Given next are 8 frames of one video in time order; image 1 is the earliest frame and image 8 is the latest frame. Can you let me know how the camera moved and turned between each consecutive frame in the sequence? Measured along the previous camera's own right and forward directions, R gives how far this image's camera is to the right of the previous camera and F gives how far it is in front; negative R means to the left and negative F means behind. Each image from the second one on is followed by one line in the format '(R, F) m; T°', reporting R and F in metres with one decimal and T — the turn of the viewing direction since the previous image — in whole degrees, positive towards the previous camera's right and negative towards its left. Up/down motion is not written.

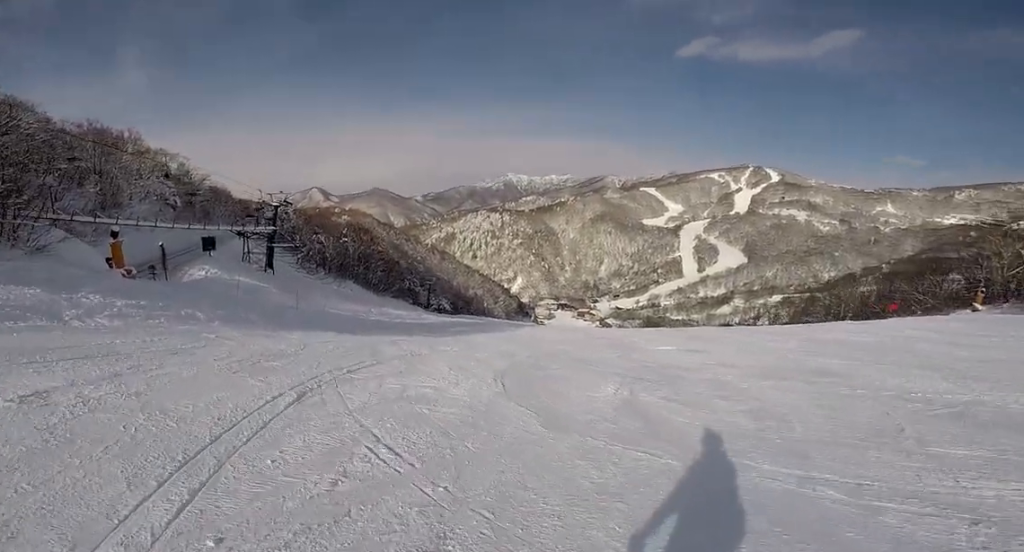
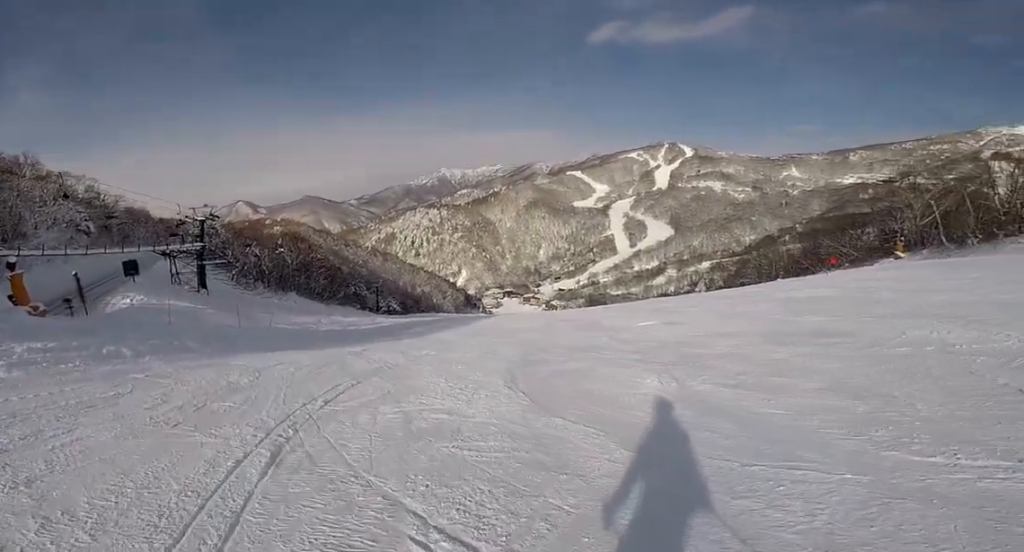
(+0.3, +2.0) m; +14°
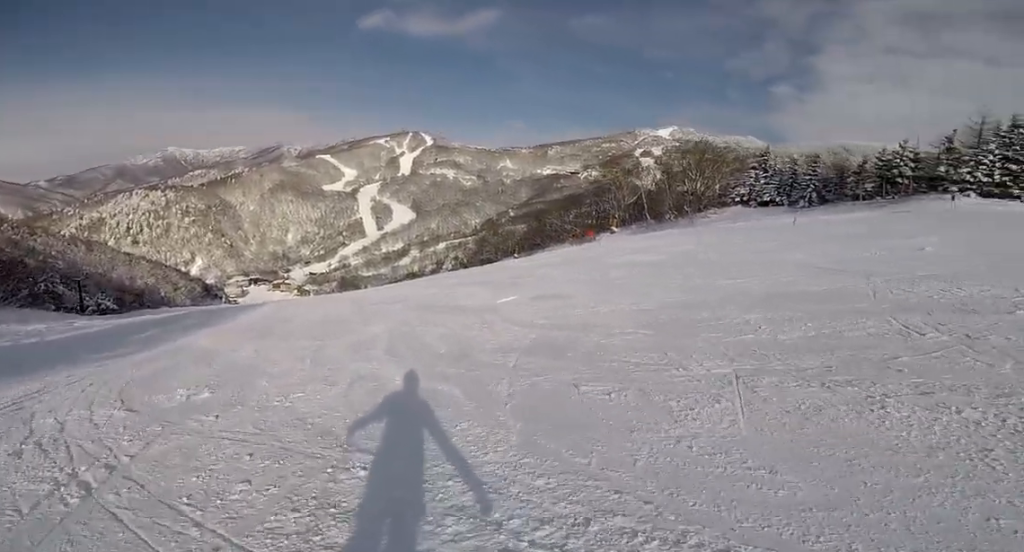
(+2.3, +7.1) m; +30°
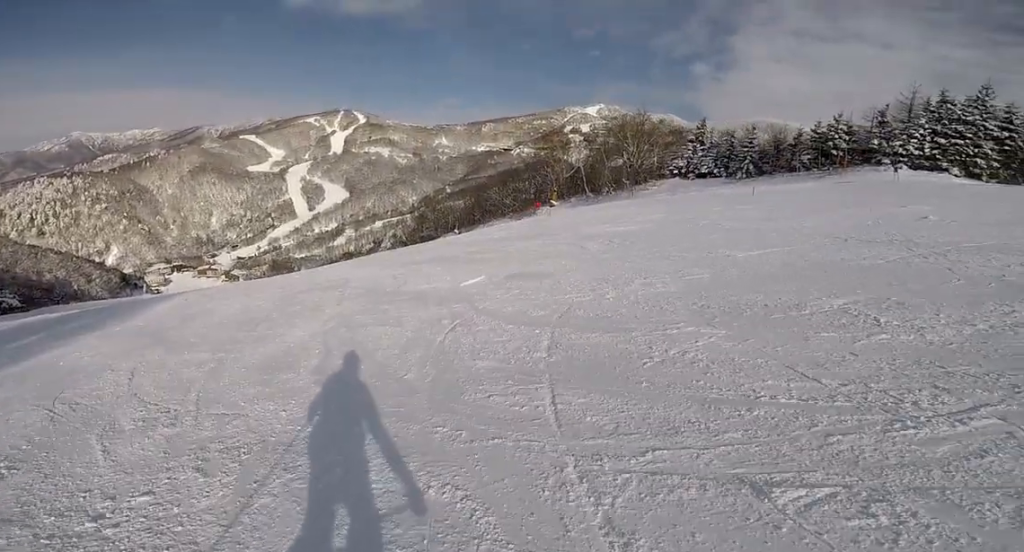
(+0.2, +2.8) m; +7°
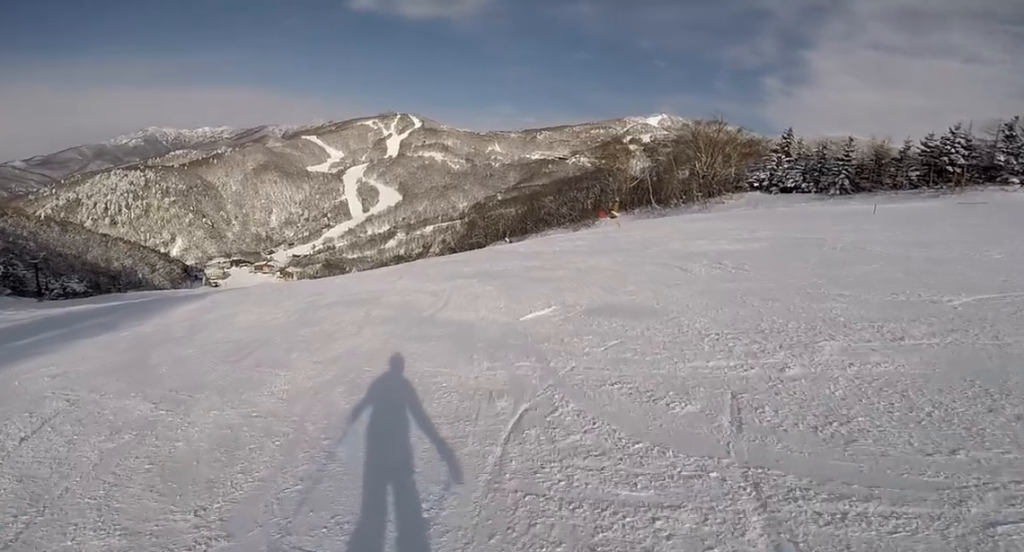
(+0.3, +3.3) m; +5°
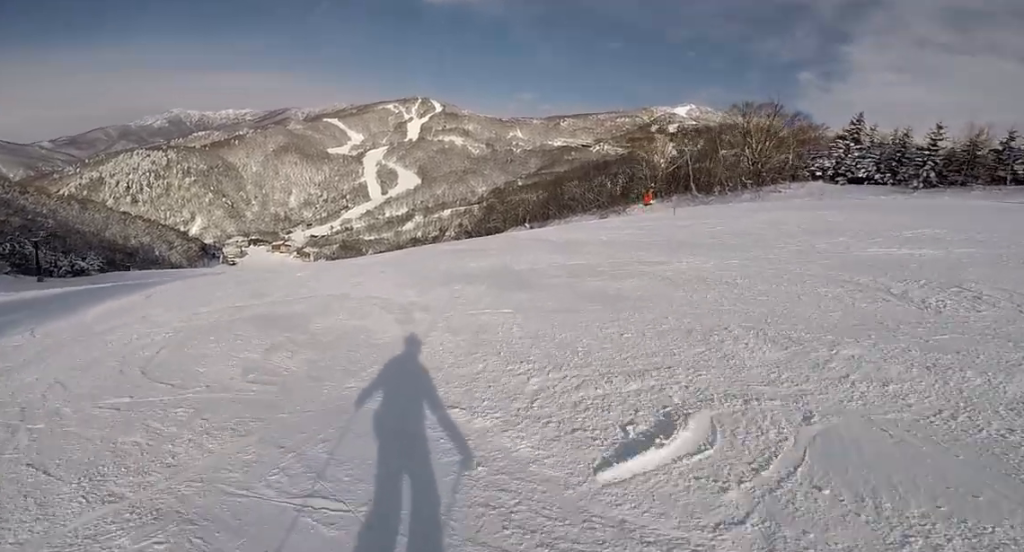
(+0.3, +5.6) m; -7°
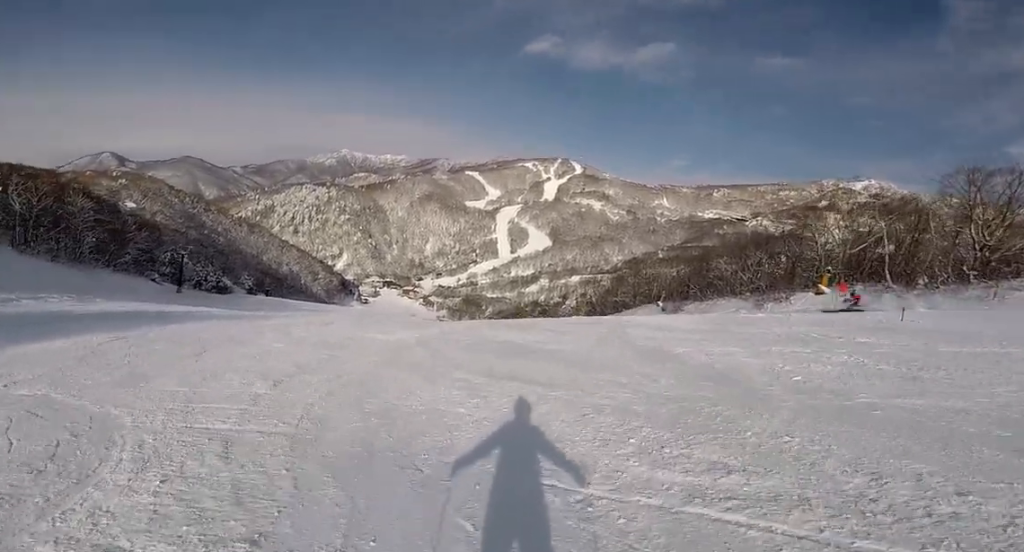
(-1.6, +6.7) m; -28°
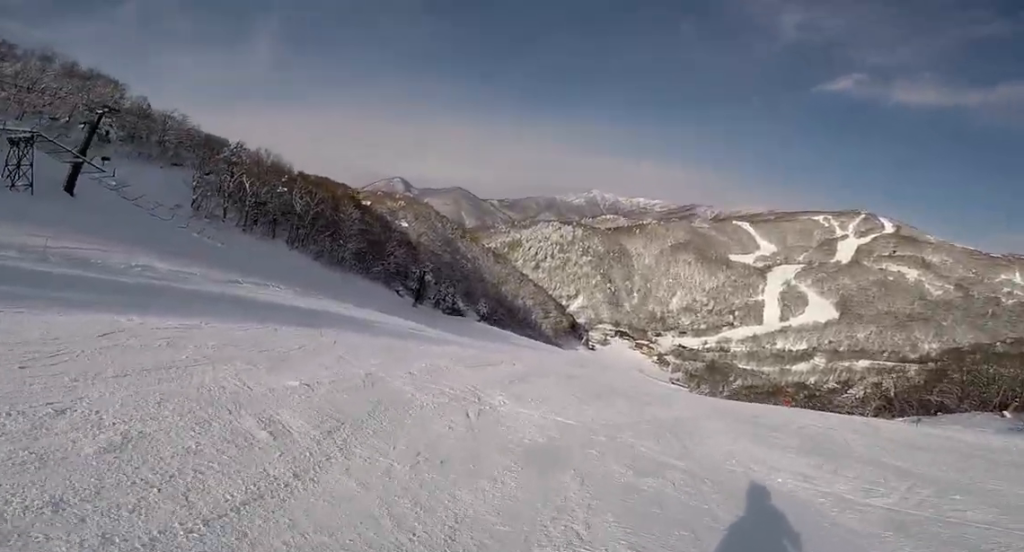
(-2.3, +6.3) m; -42°
